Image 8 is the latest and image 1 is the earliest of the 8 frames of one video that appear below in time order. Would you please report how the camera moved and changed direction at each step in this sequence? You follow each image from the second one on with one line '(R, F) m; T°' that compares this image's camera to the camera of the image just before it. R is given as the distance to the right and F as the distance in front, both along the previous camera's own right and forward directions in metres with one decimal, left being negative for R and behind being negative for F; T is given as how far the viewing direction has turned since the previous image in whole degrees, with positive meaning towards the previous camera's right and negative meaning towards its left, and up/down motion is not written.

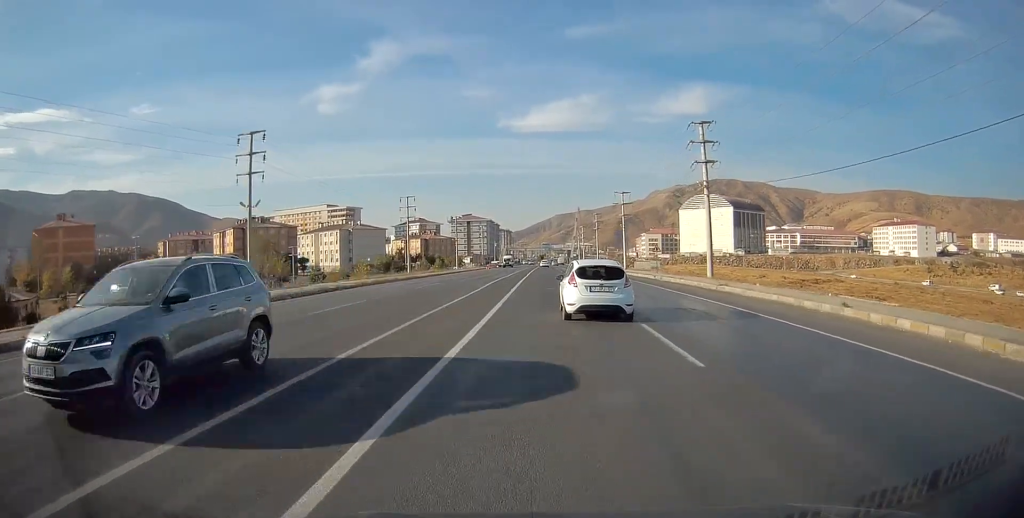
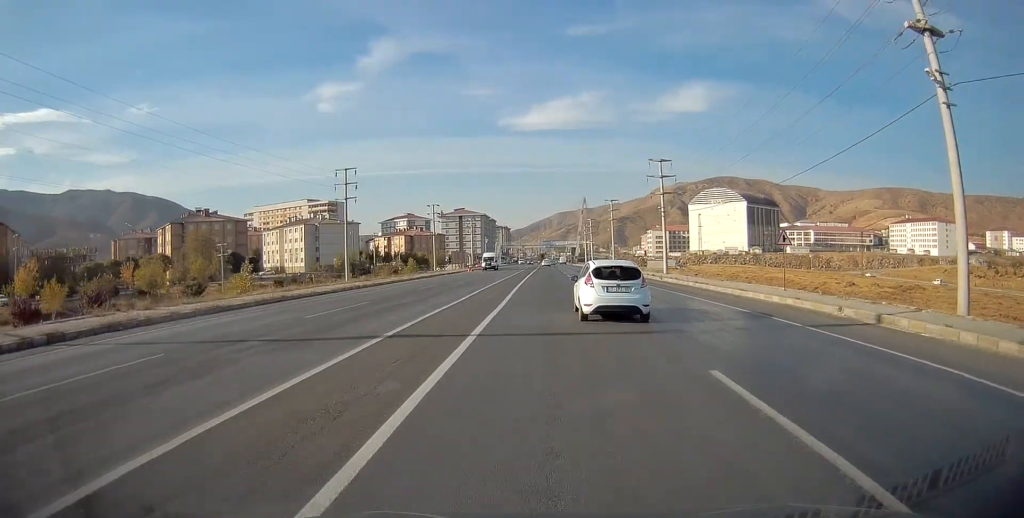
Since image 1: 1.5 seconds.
(-0.4, +29.3) m; 0°
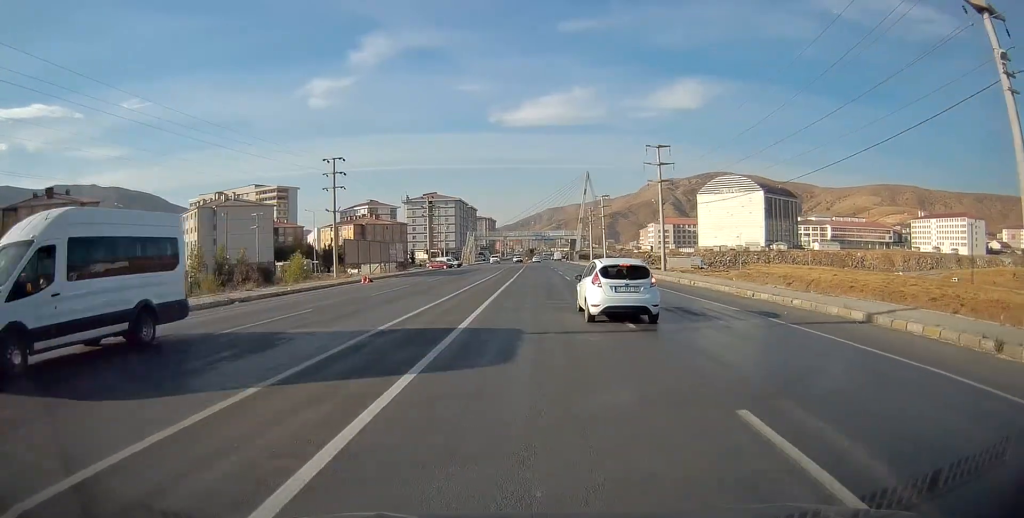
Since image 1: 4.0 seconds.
(0.0, +50.1) m; 0°
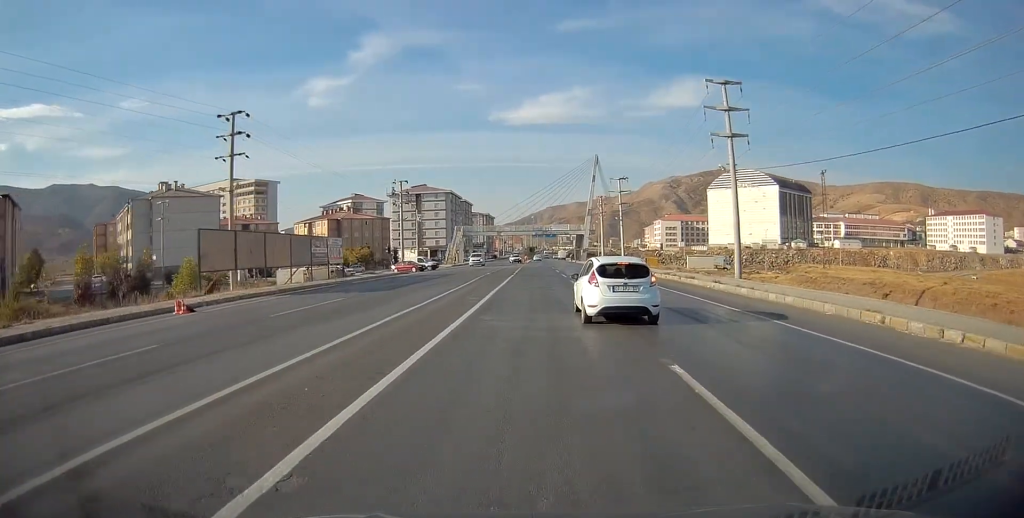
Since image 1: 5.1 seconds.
(+0.3, +21.9) m; +1°
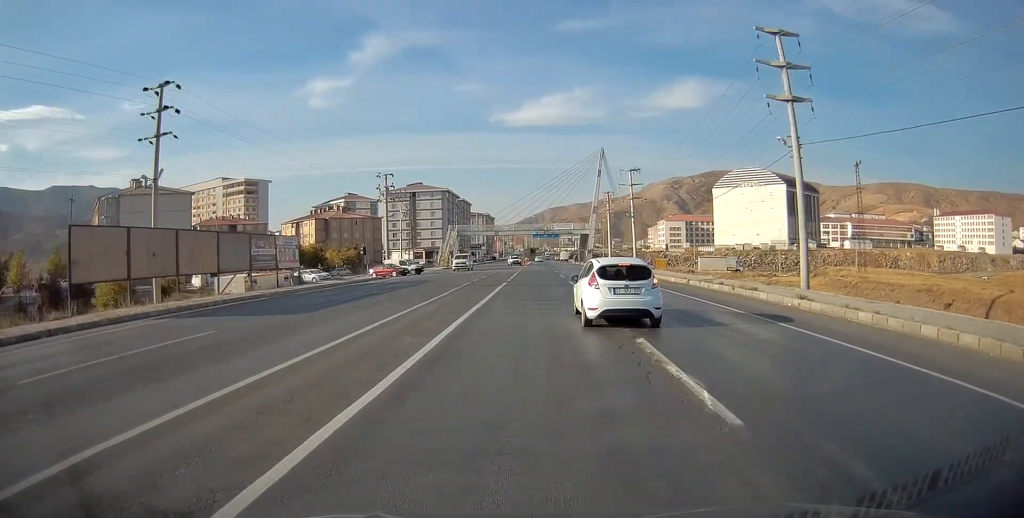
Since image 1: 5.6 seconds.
(+0.2, +9.4) m; 0°
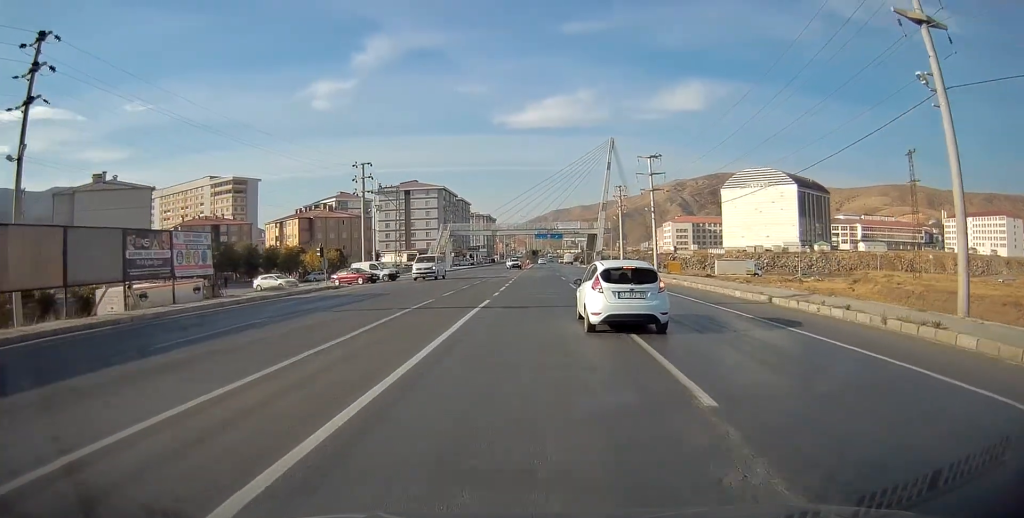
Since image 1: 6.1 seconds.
(-0.1, +11.5) m; 0°
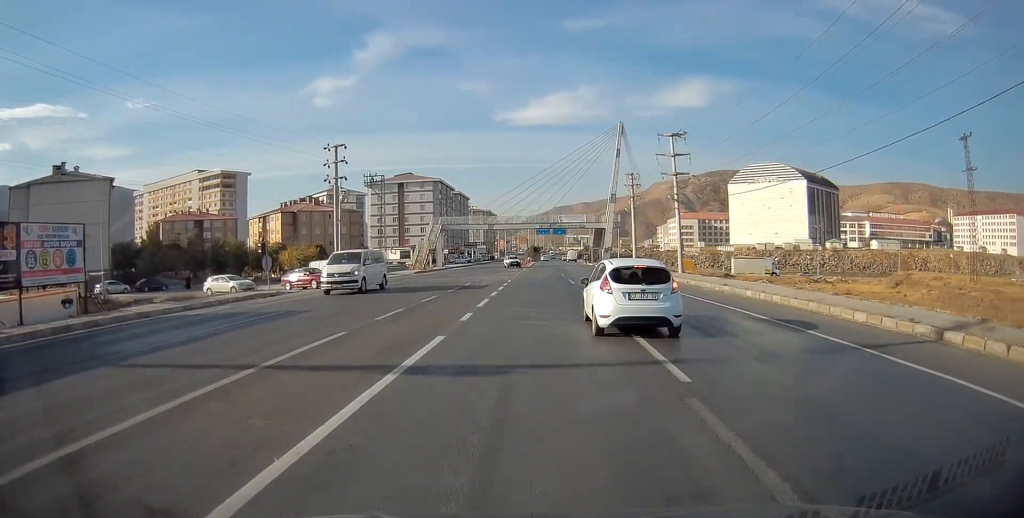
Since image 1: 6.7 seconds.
(-0.2, +9.8) m; 0°
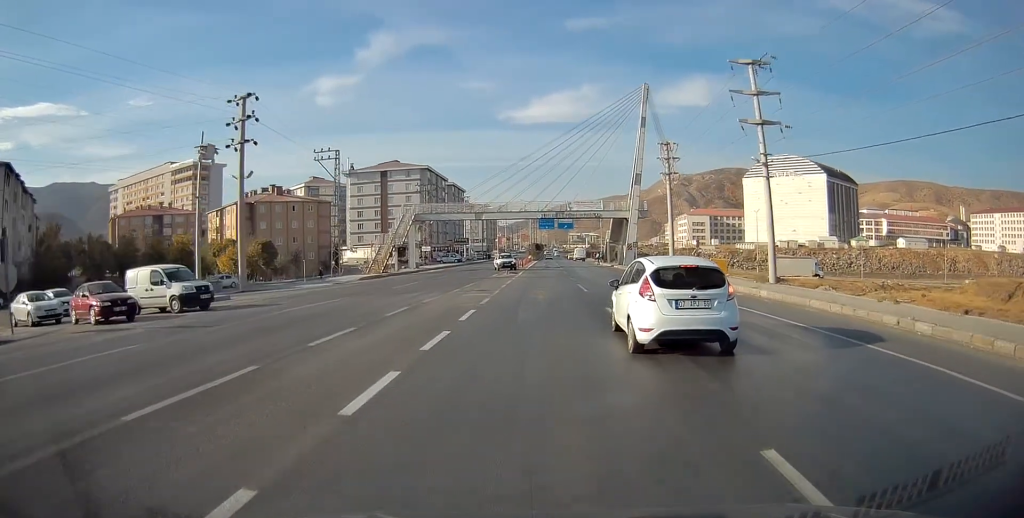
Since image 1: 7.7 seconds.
(+0.2, +20.1) m; 0°
